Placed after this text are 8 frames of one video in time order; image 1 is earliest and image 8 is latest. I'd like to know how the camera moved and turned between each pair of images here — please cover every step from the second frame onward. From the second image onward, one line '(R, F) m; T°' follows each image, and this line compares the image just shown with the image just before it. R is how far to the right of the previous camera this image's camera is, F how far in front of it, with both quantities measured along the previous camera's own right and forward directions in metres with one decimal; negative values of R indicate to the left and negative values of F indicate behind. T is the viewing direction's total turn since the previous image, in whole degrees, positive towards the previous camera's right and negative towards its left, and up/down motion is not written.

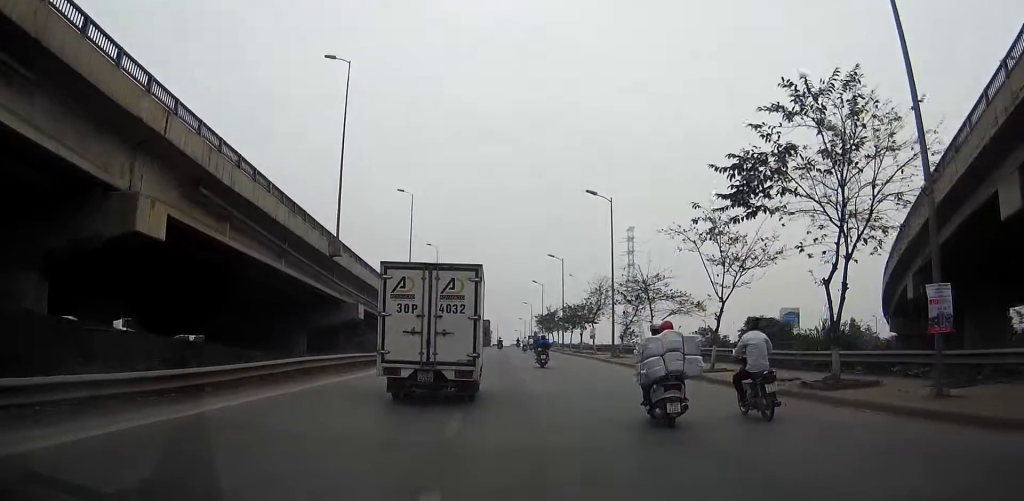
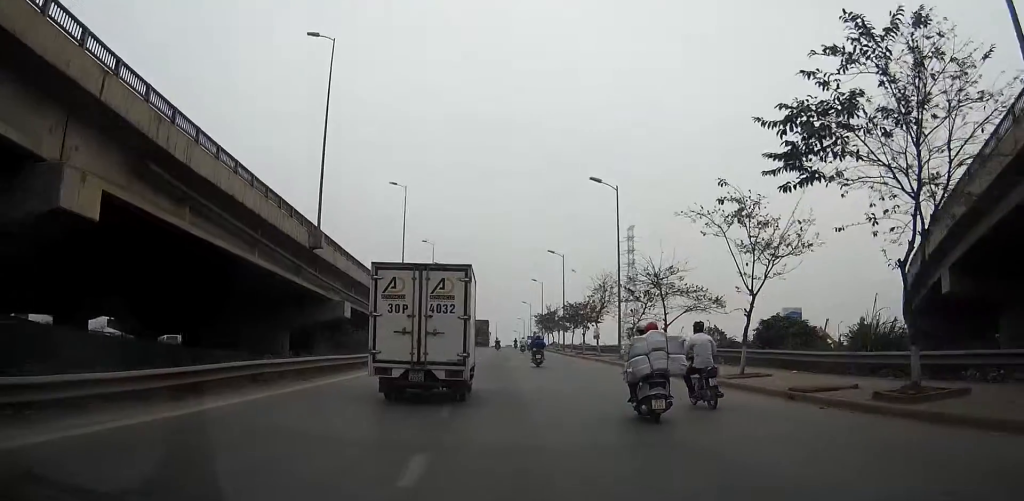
(0.0, +3.1) m; -2°
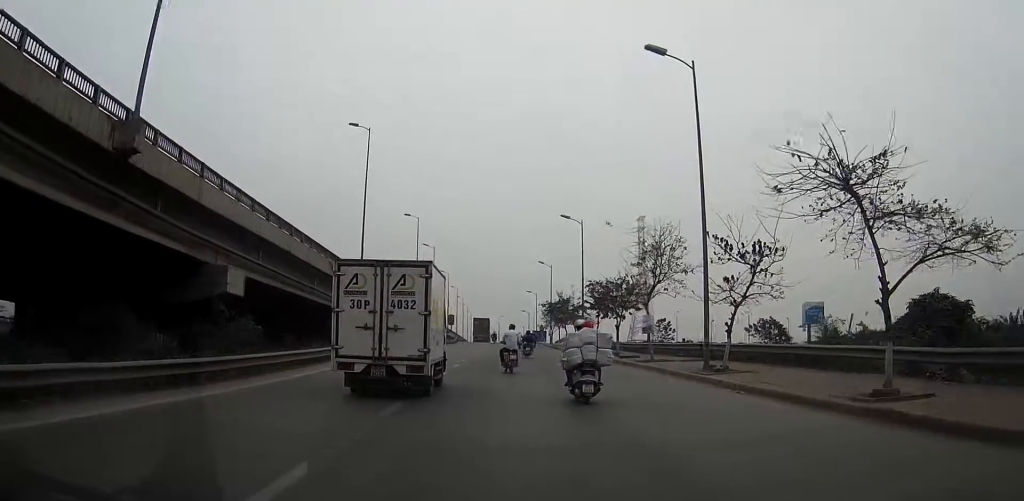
(-0.6, +16.6) m; -2°
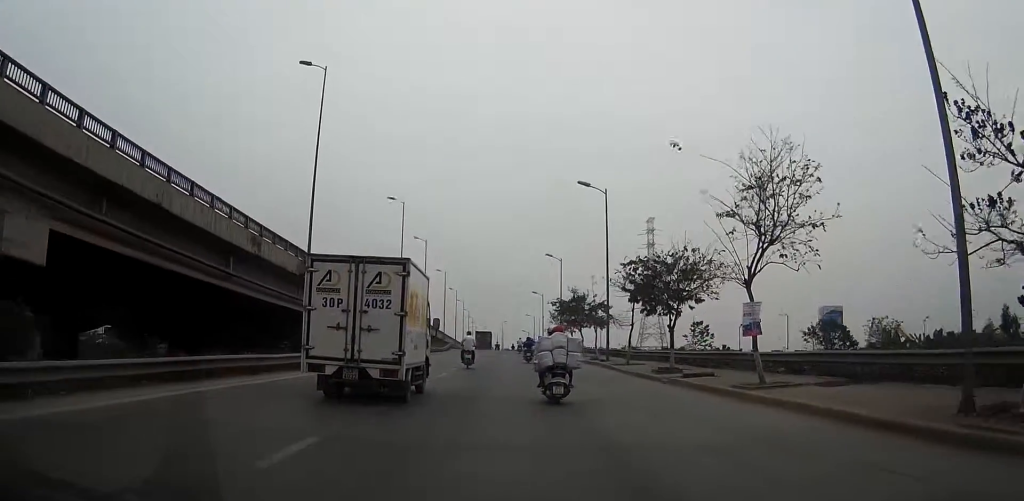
(-0.1, +11.7) m; -1°
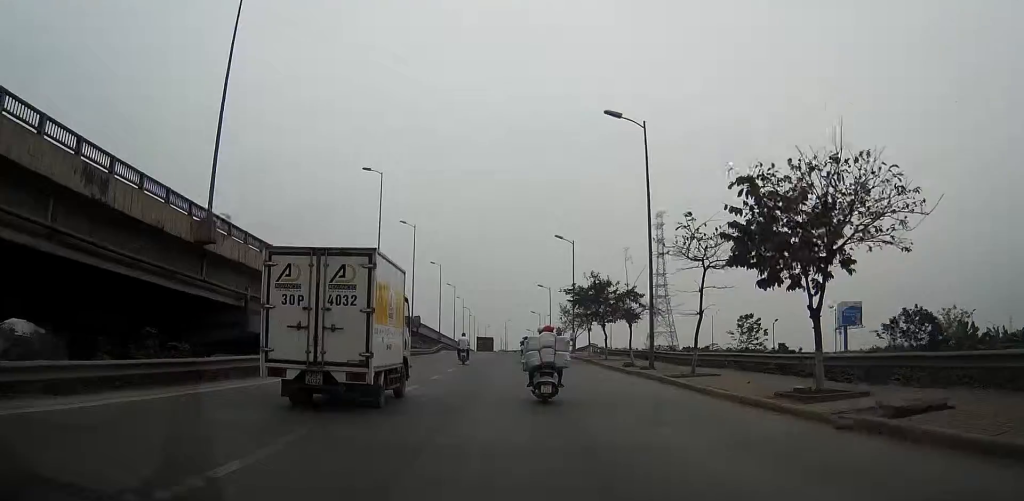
(-0.1, +10.9) m; -1°
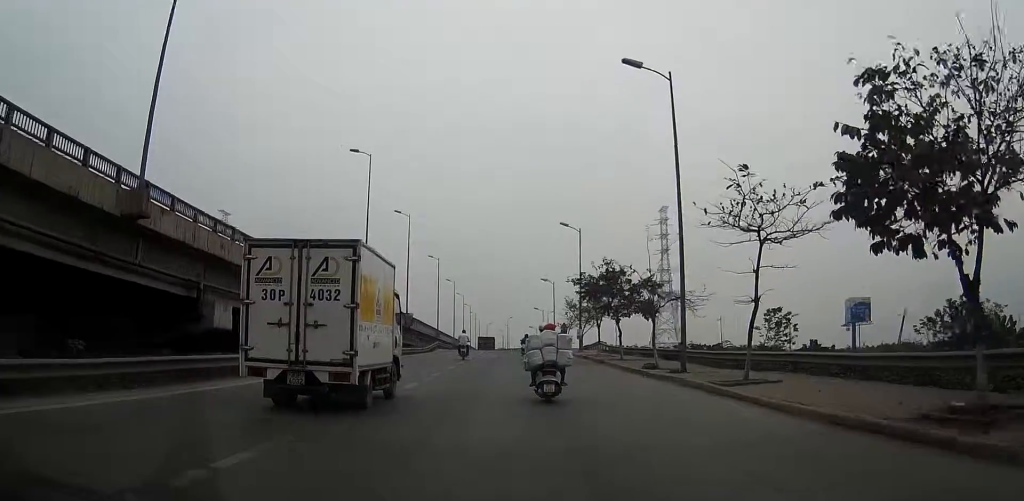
(0.0, +4.5) m; 0°
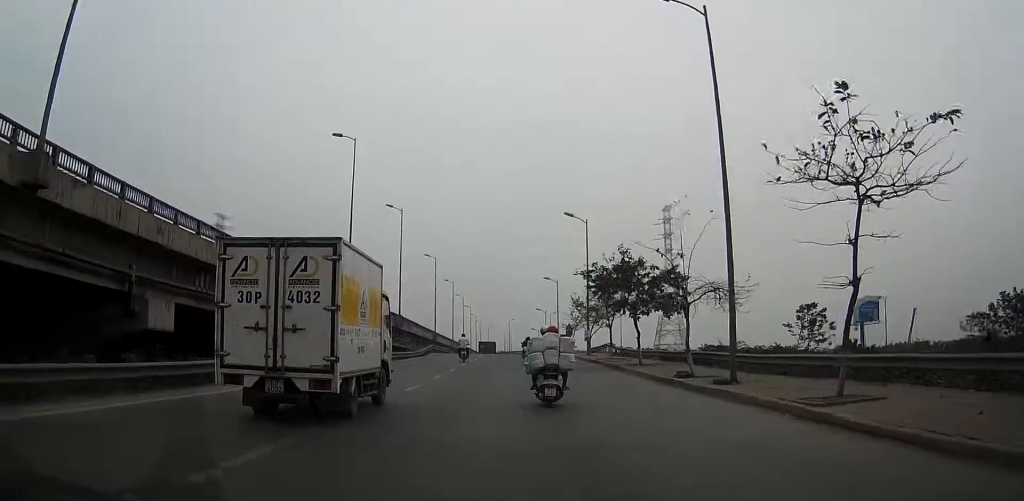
(0.0, +4.8) m; 0°
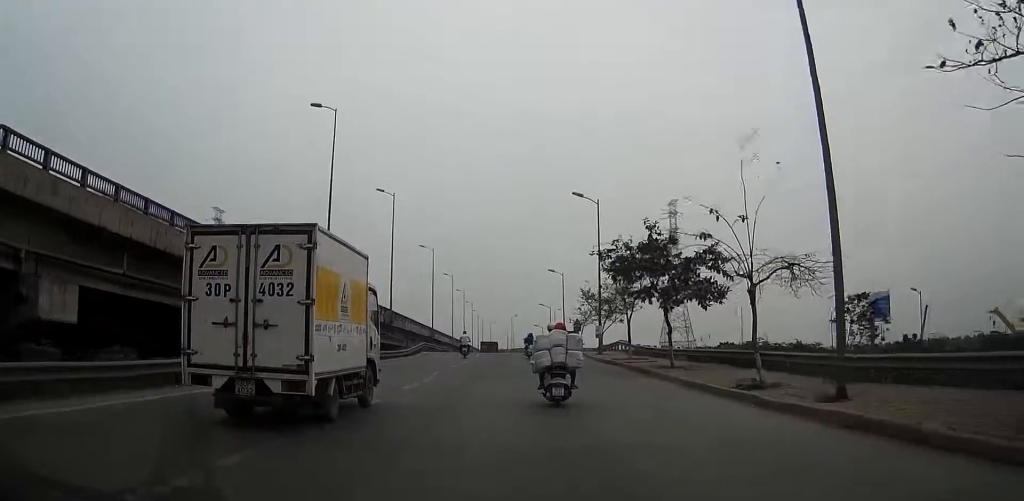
(0.0, +6.4) m; 0°
